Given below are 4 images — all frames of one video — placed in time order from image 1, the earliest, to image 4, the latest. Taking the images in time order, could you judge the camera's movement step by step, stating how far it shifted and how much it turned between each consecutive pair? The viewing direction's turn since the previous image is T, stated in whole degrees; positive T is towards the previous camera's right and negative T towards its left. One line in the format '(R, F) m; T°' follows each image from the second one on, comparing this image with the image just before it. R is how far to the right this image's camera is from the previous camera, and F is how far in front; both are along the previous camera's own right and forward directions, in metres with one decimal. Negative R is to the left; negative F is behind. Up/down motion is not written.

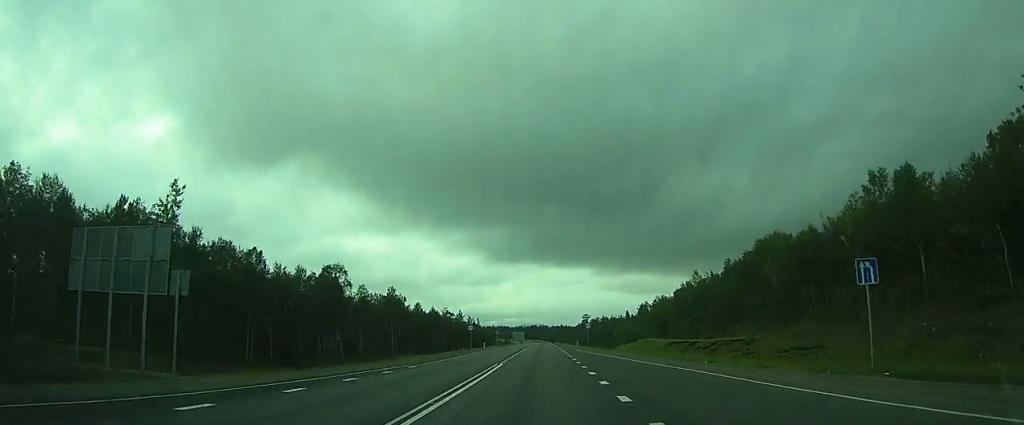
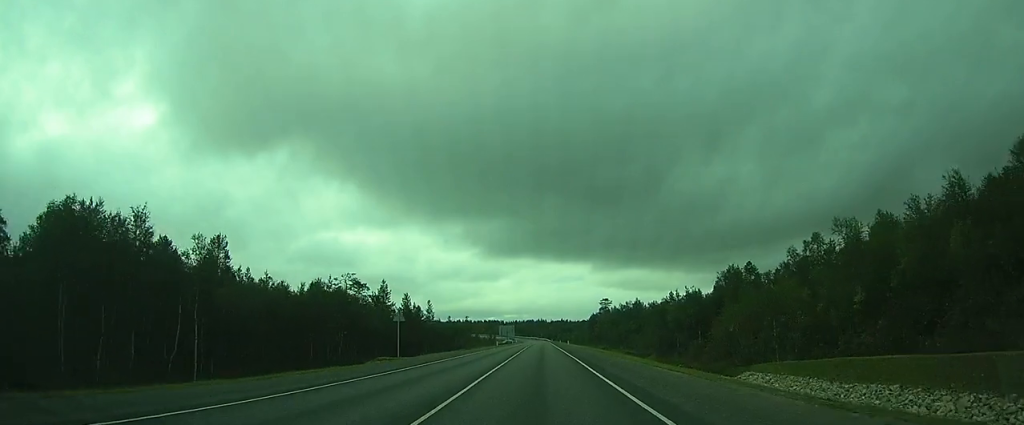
(-1.4, +73.5) m; -1°
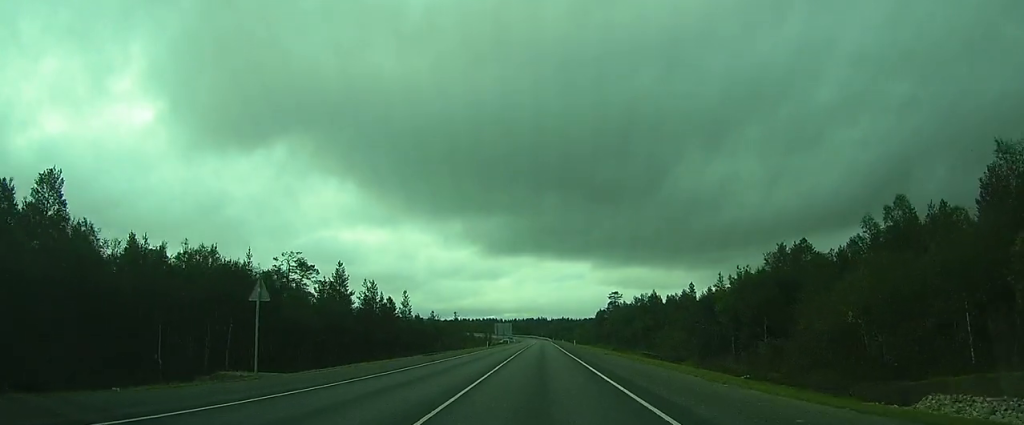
(+0.1, +18.5) m; +1°
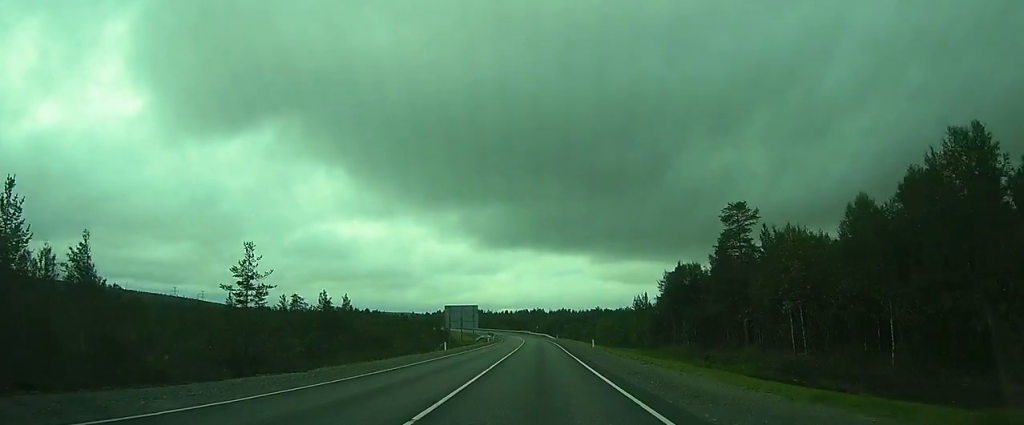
(+0.7, +82.7) m; 0°
